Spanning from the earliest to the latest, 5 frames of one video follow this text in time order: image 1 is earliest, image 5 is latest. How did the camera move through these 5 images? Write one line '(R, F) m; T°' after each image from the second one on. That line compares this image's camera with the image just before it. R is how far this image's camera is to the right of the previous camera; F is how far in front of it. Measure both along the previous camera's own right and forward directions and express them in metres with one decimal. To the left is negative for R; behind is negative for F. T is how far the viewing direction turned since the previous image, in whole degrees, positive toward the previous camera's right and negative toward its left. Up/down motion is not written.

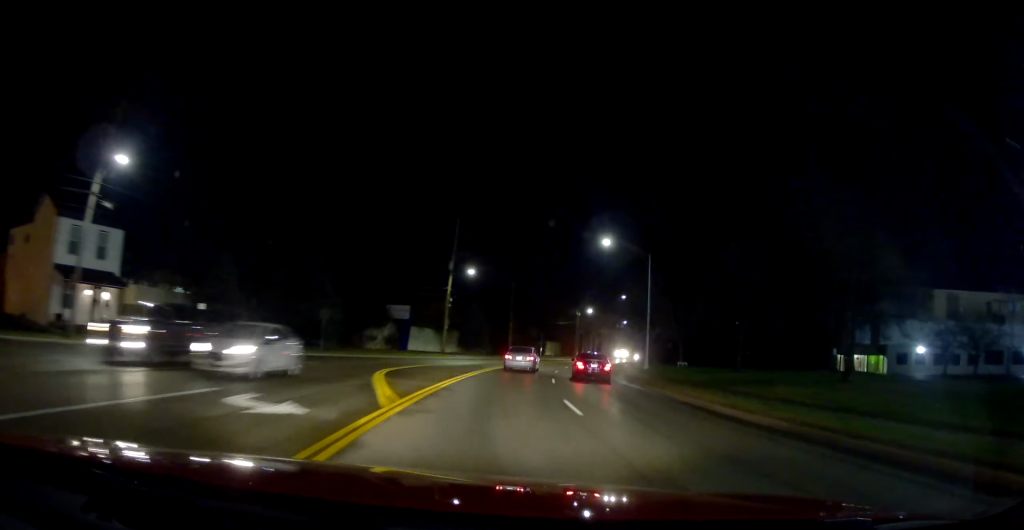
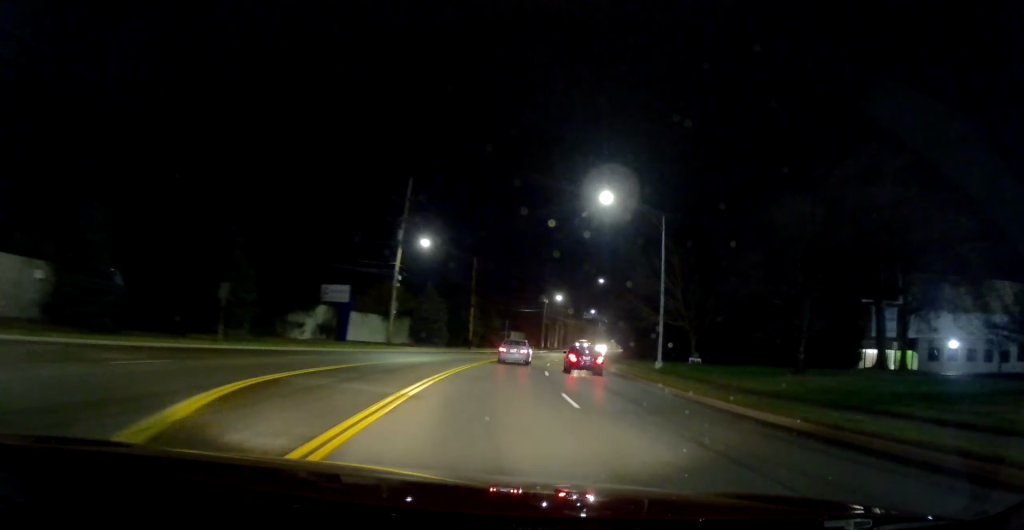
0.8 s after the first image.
(+0.8, +11.8) m; +6°
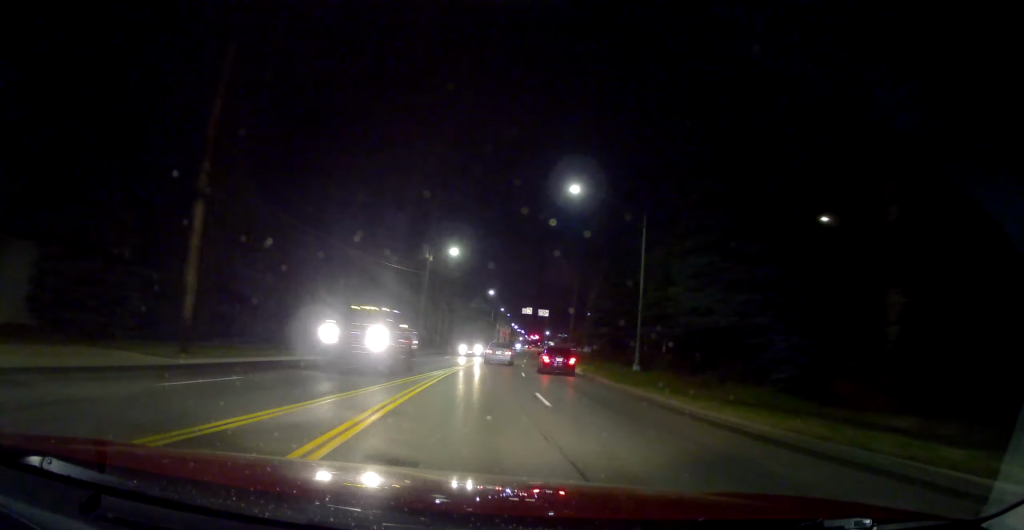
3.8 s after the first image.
(+5.3, +45.8) m; +13°
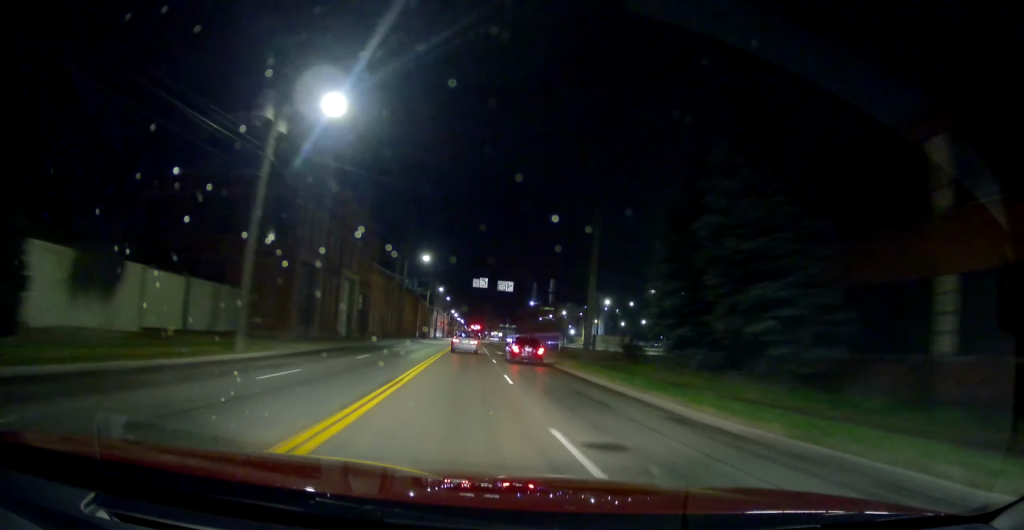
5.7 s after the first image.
(+1.7, +31.3) m; +6°
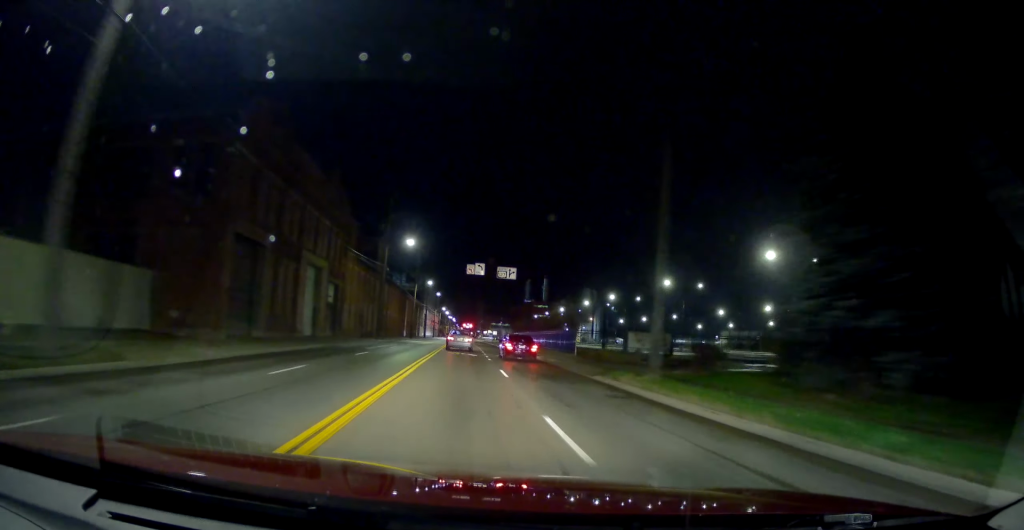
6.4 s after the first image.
(+0.2, +11.2) m; +3°
